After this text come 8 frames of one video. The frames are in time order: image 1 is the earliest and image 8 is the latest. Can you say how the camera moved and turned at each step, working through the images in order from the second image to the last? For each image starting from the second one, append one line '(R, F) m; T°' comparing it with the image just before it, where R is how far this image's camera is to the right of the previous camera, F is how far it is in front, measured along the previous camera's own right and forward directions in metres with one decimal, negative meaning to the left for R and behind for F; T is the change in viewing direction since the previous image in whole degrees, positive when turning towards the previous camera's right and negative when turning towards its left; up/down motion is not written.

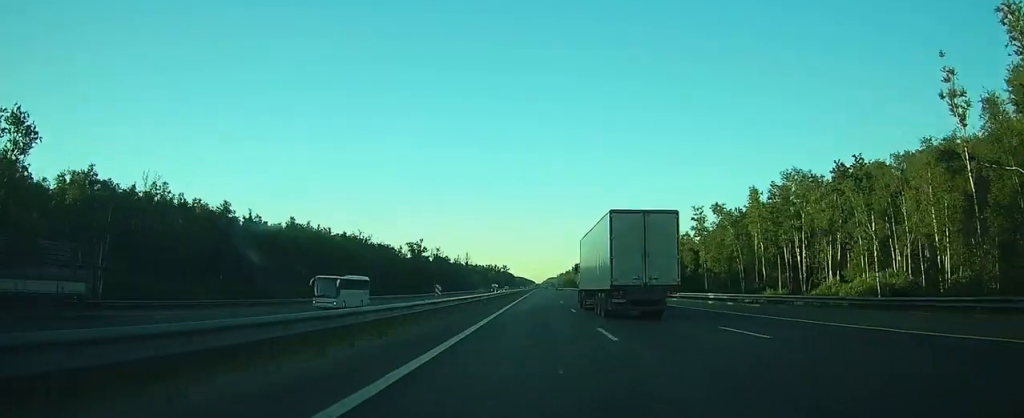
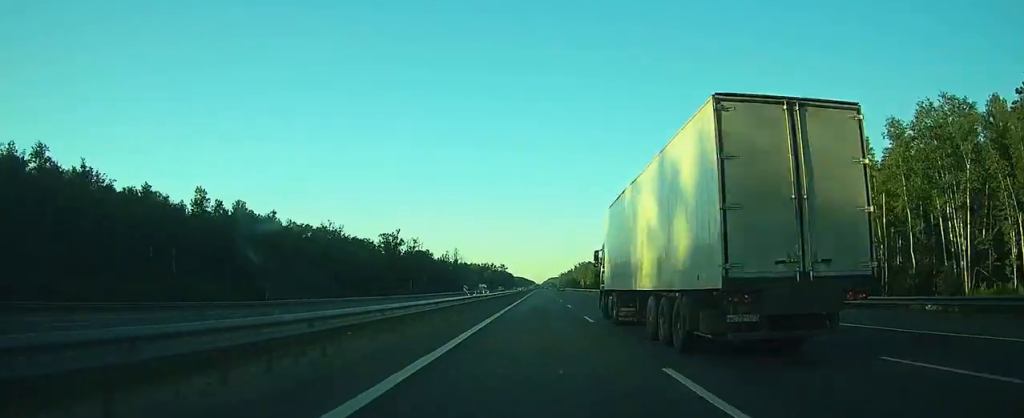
(0.0, +40.9) m; 0°
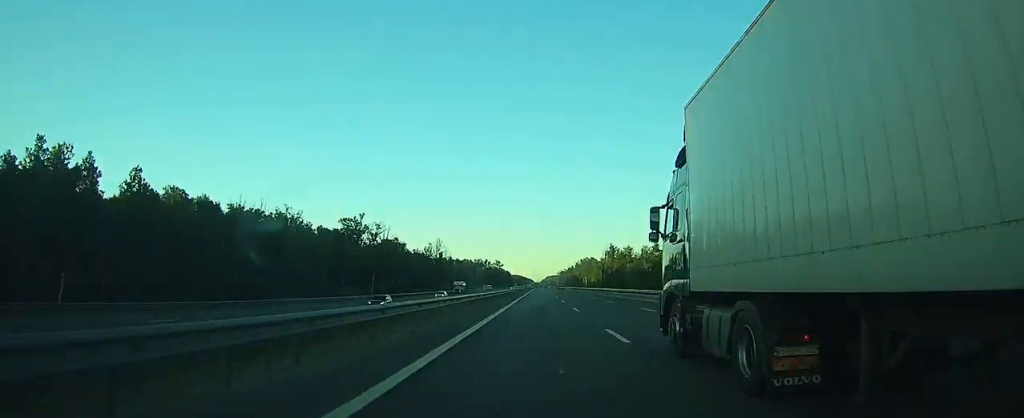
(0.0, +39.8) m; 0°
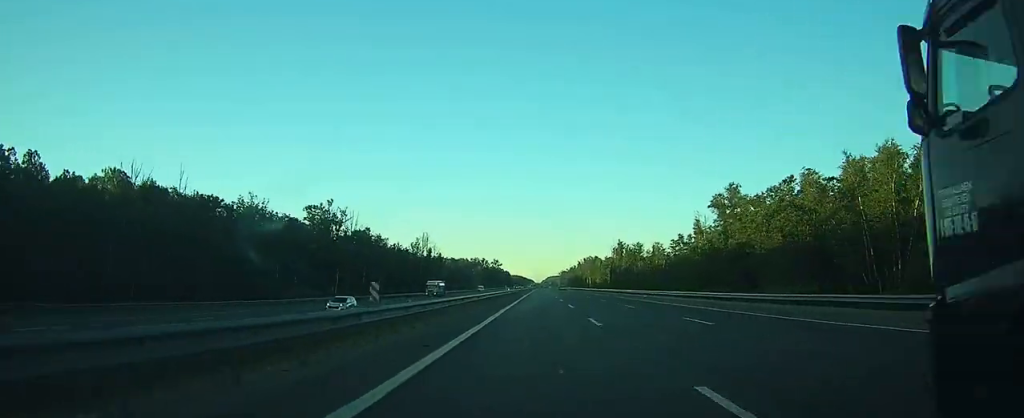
(0.0, +25.8) m; 0°
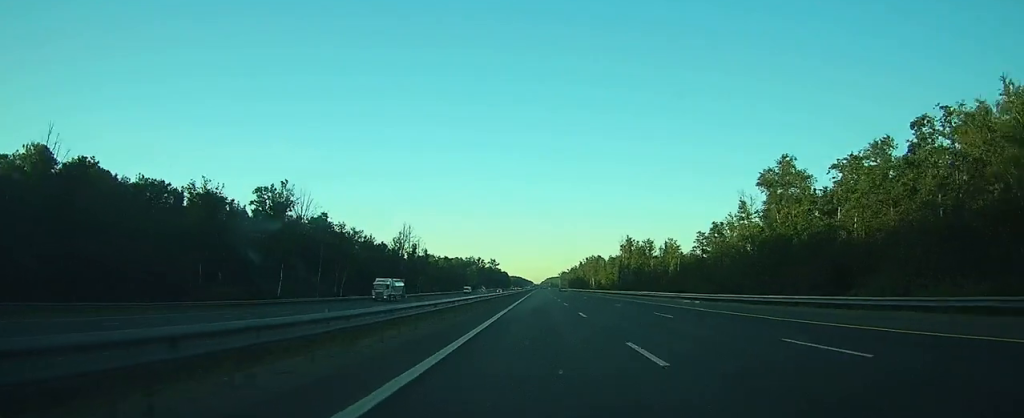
(0.0, +25.8) m; 0°
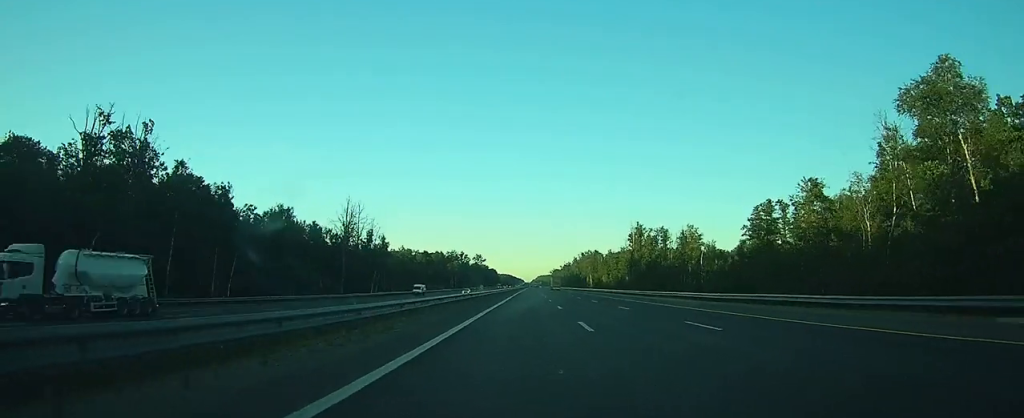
(0.0, +40.9) m; 0°
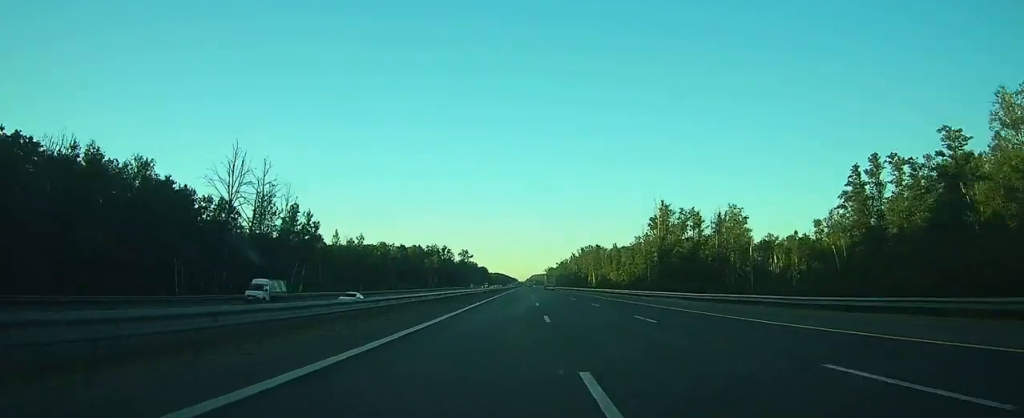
(+0.2, +44.3) m; +1°
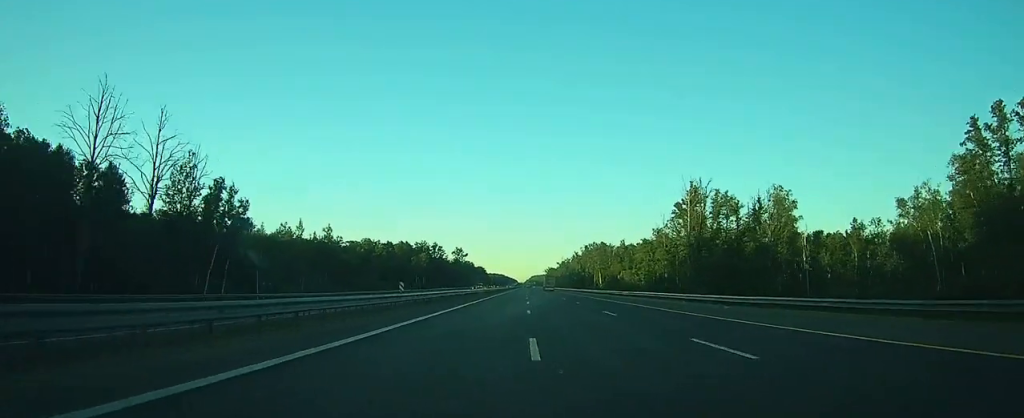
(+0.1, +26.8) m; 0°
